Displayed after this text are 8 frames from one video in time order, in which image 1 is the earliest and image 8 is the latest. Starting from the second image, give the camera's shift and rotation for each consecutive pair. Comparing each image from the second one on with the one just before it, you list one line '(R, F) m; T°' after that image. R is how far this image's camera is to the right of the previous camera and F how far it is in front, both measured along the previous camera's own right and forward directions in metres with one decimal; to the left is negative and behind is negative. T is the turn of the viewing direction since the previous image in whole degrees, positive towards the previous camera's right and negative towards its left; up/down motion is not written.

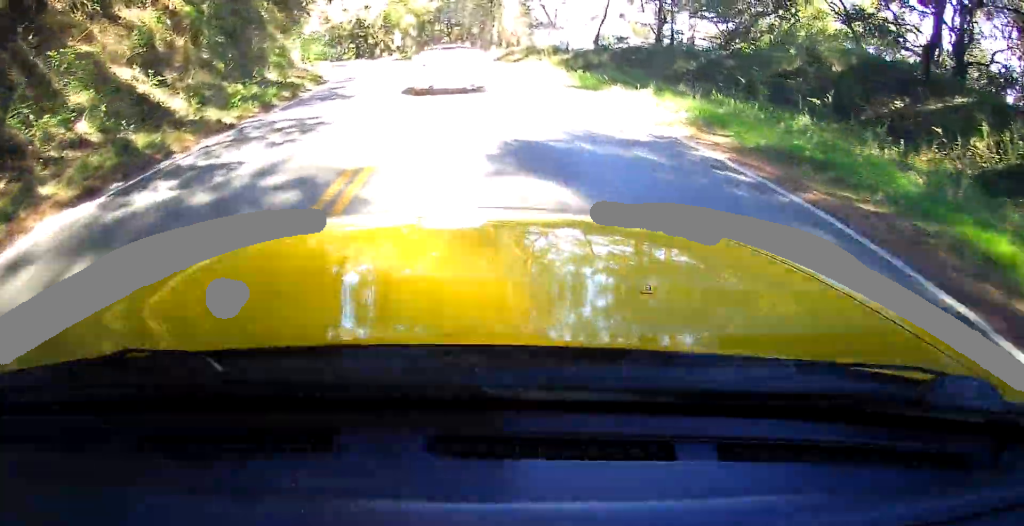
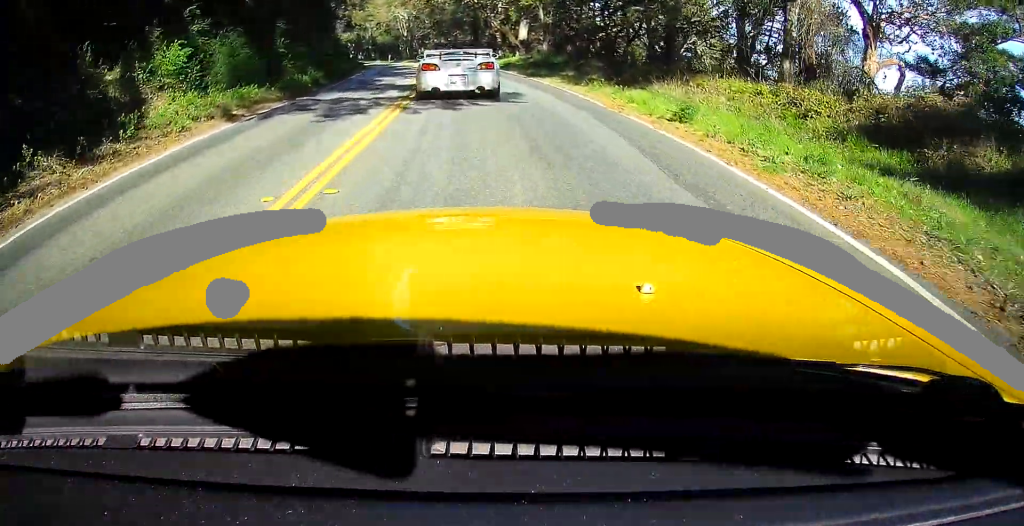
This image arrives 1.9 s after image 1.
(-3.3, +29.9) m; -13°
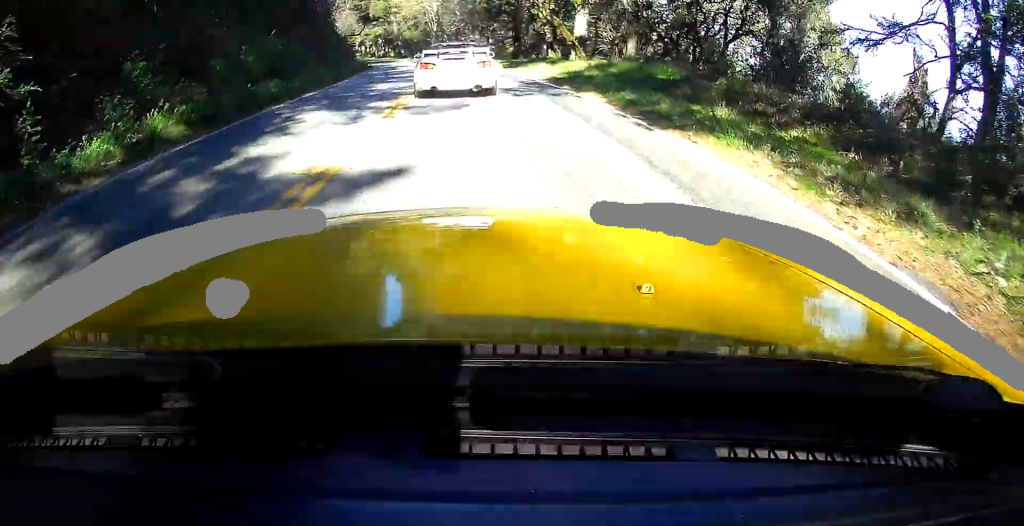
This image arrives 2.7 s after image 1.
(-0.6, +14.3) m; -5°
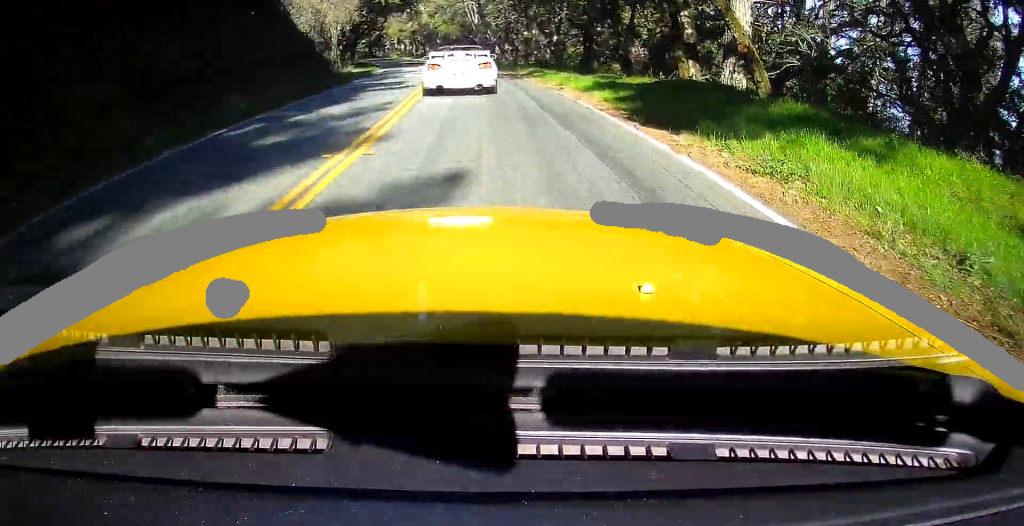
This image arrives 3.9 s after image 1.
(-1.5, +22.8) m; -6°
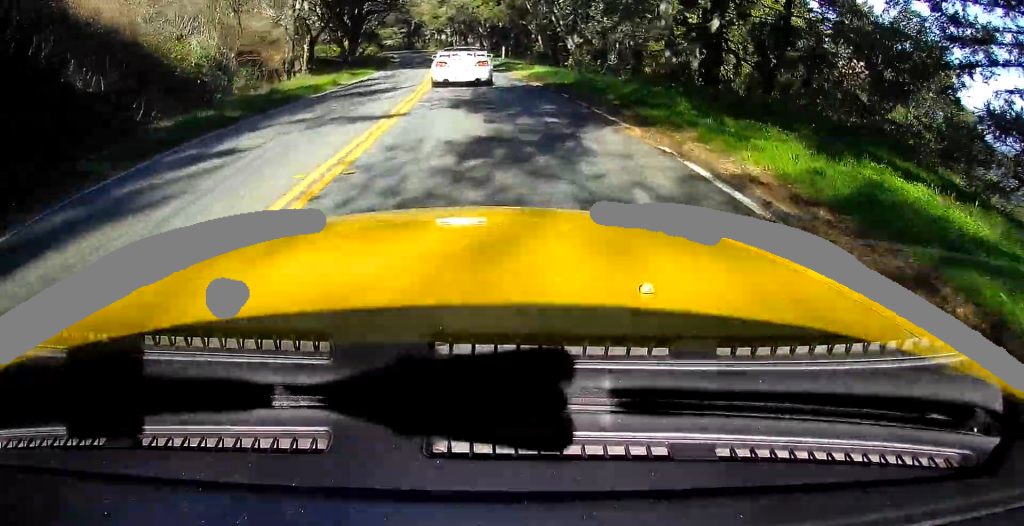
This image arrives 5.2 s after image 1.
(-1.0, +23.2) m; -5°
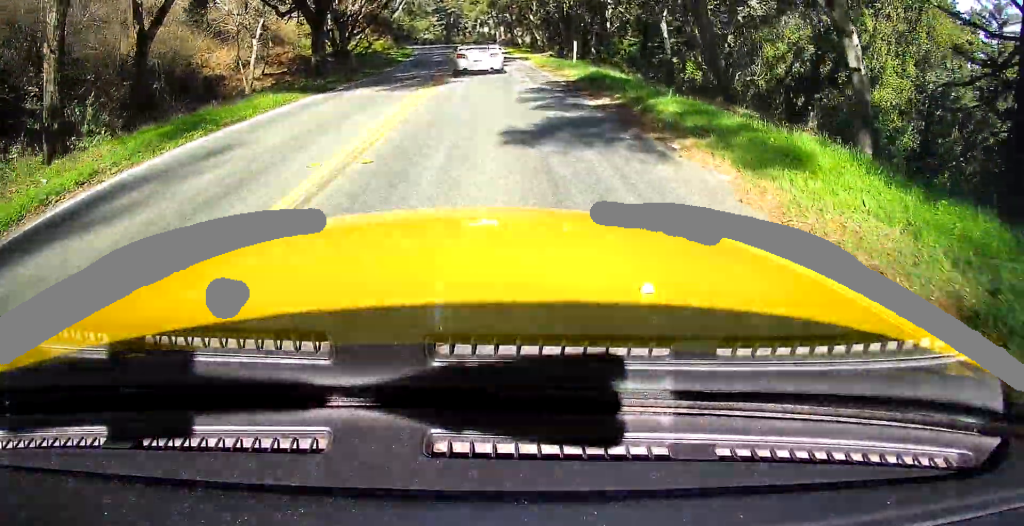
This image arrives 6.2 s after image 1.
(-0.6, +20.3) m; -2°
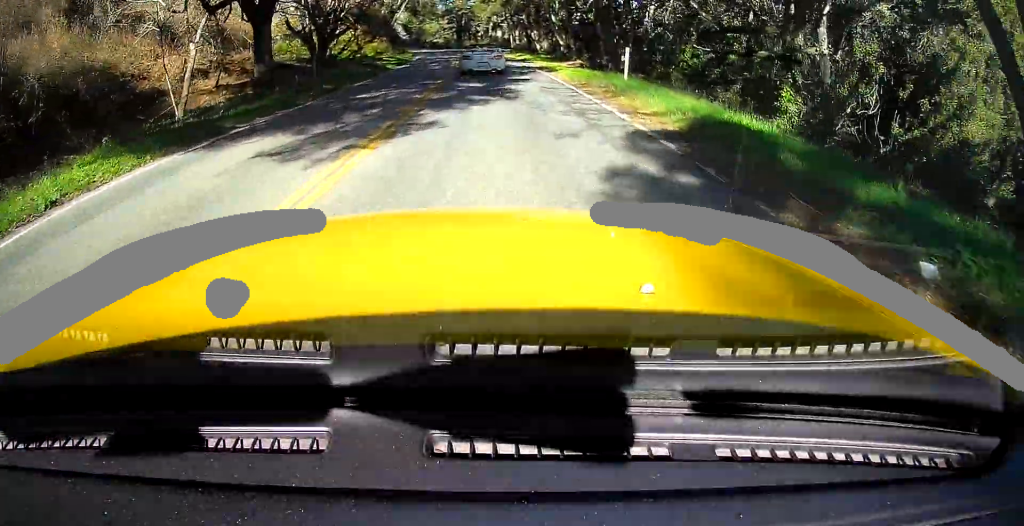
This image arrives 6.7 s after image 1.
(0.0, +8.3) m; -1°
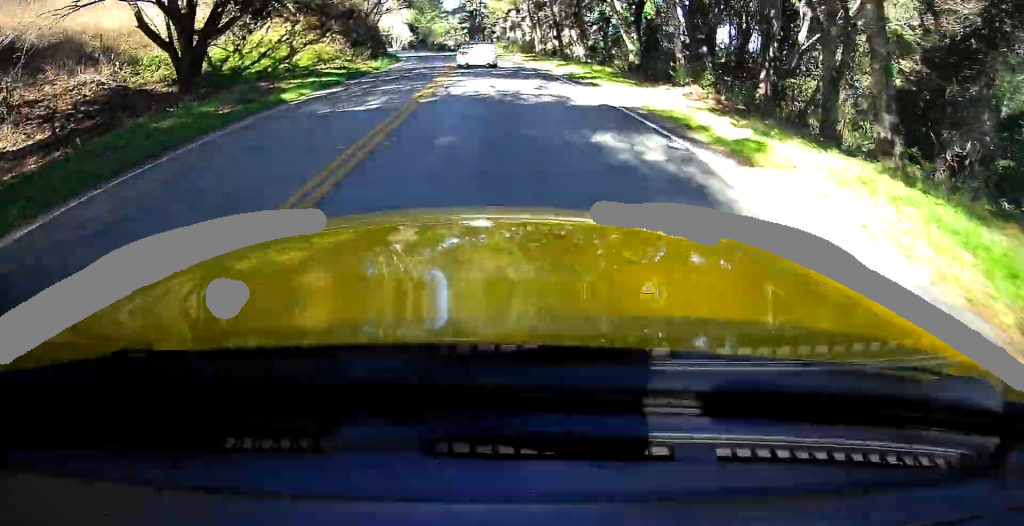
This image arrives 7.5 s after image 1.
(+0.3, +16.7) m; -3°
